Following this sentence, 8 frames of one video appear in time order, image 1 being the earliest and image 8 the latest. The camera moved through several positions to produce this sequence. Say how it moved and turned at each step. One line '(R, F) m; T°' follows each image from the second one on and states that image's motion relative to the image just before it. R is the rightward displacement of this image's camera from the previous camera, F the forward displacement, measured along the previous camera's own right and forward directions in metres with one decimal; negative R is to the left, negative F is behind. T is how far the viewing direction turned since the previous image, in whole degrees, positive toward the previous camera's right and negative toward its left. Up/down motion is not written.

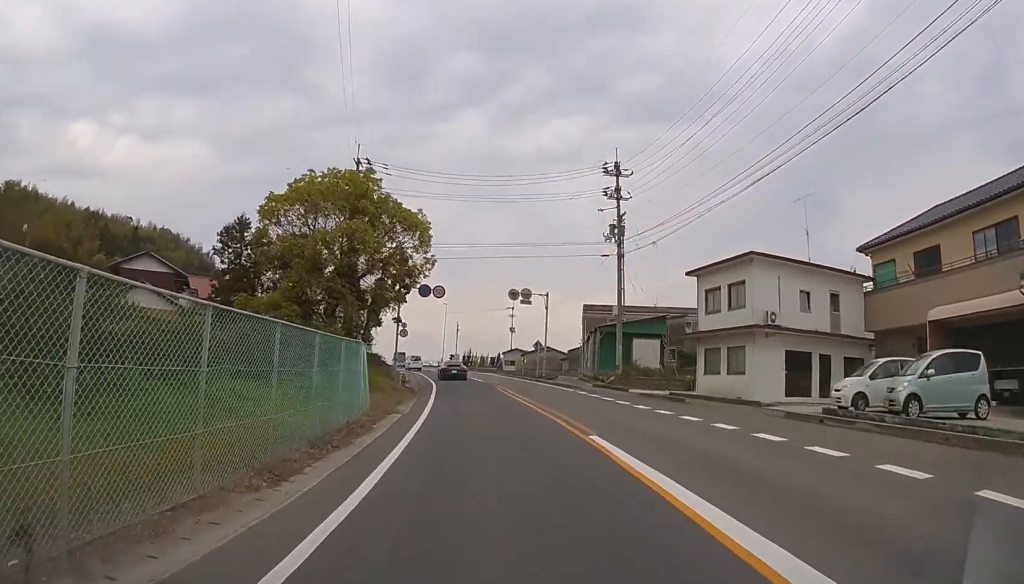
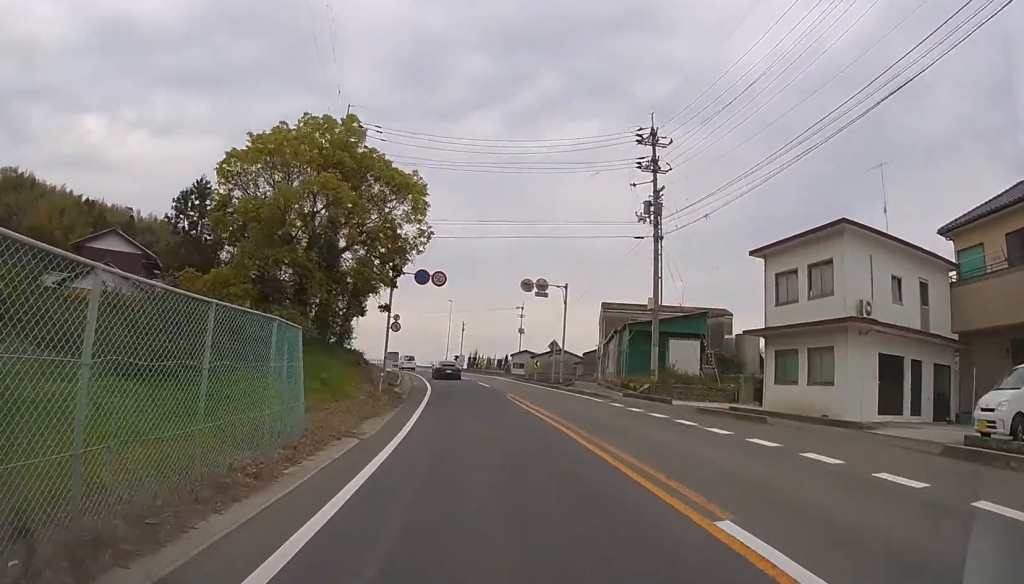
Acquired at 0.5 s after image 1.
(0.0, +6.2) m; 0°
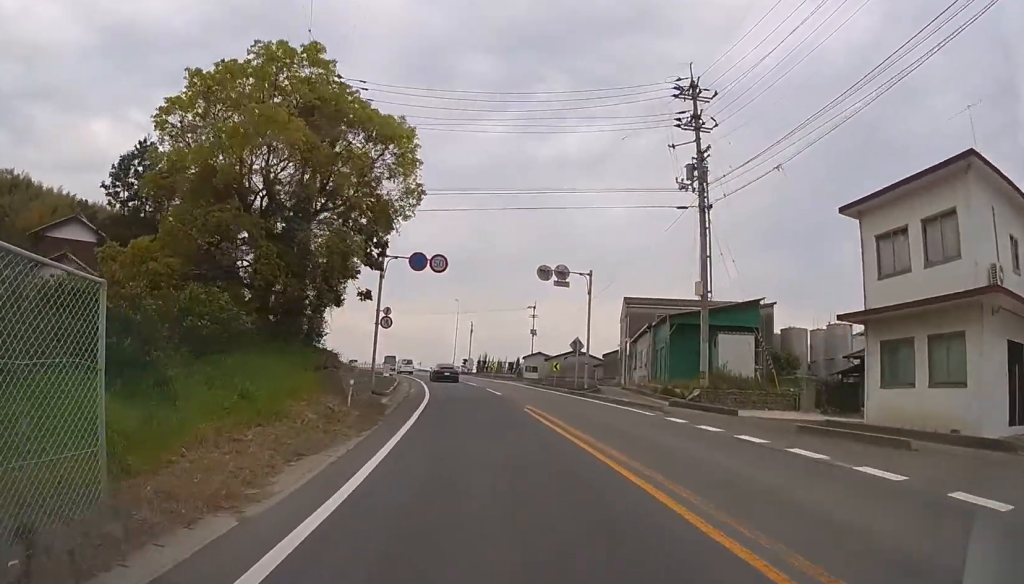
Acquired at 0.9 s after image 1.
(0.0, +5.3) m; 0°
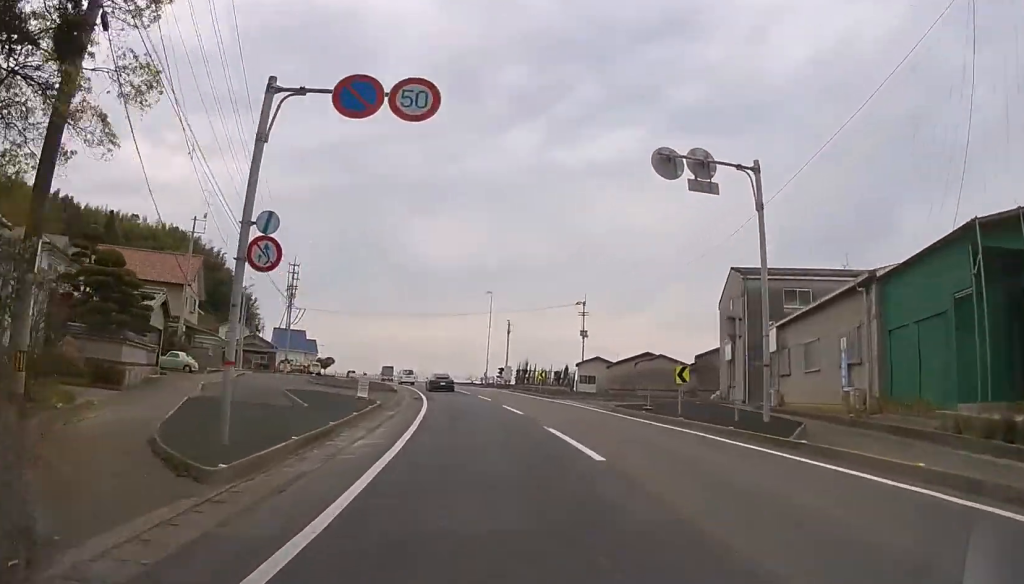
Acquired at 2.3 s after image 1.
(0.0, +16.5) m; -1°
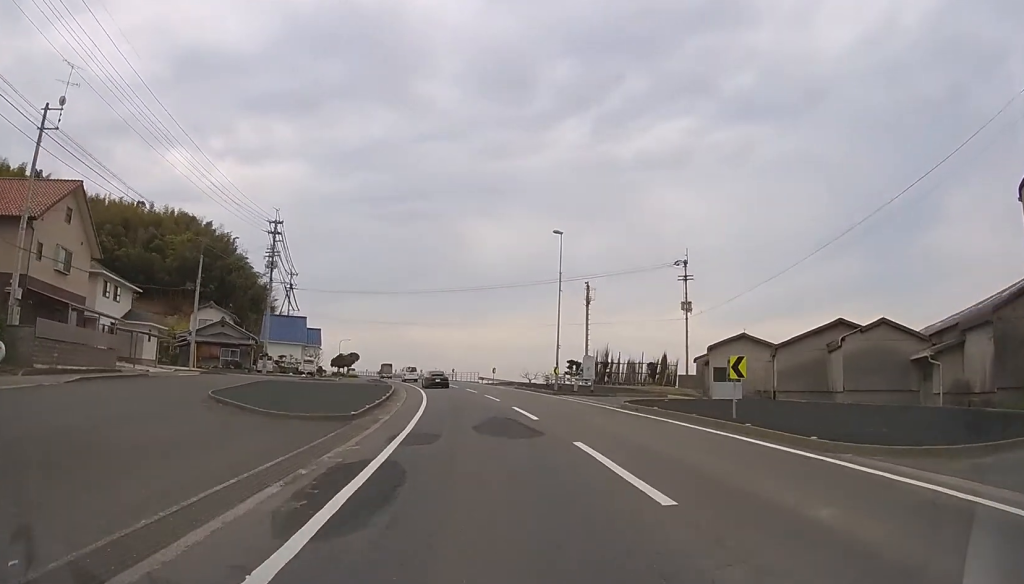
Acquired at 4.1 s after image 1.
(-1.4, +22.5) m; -8°
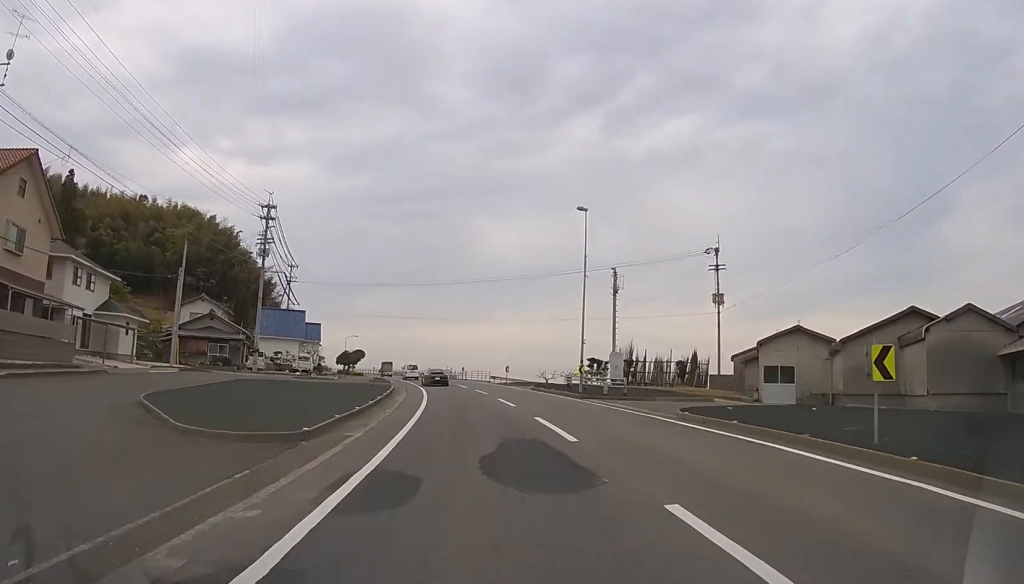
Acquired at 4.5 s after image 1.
(-0.1, +5.3) m; -1°
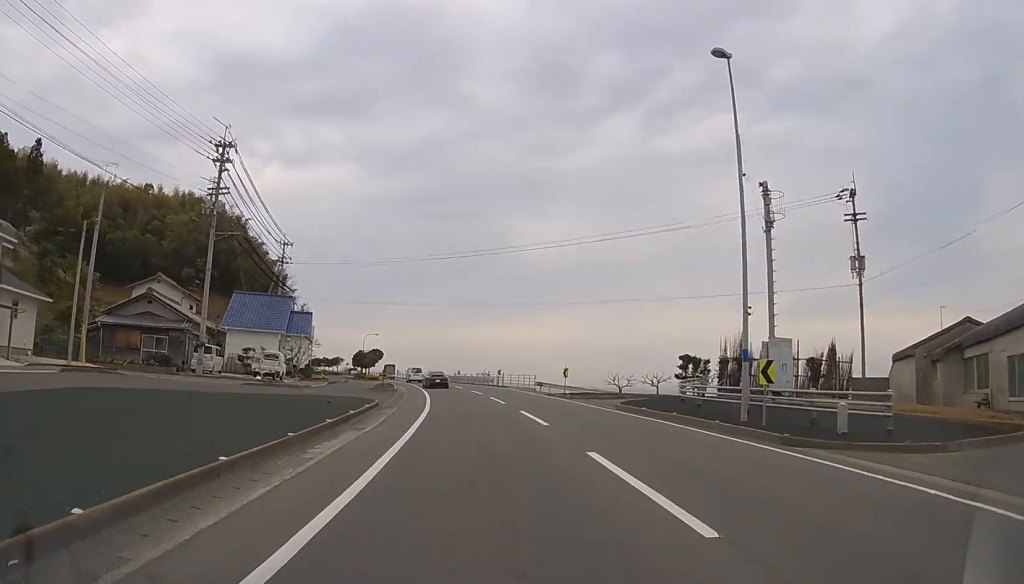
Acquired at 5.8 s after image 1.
(-0.5, +15.4) m; -6°
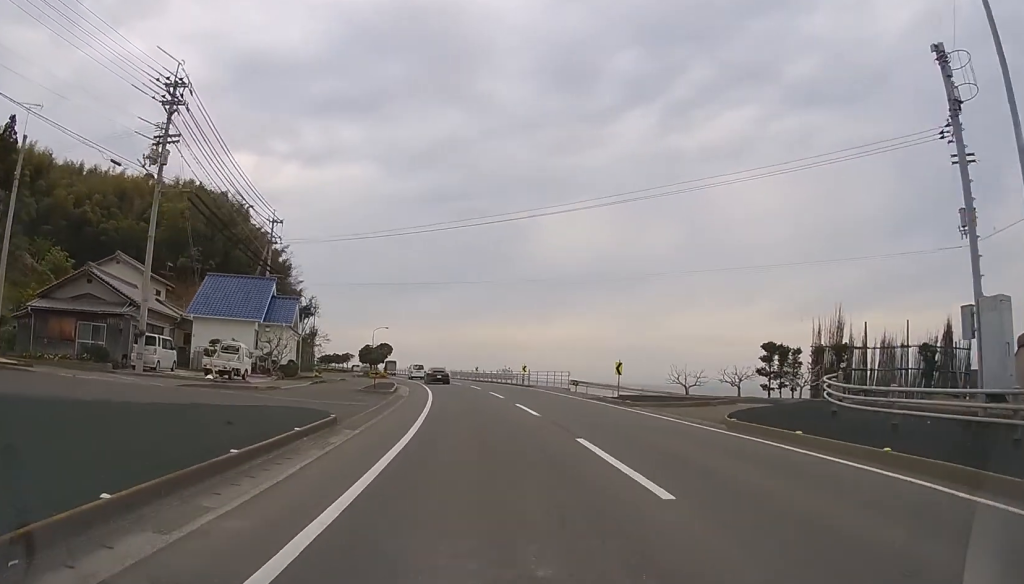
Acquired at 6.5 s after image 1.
(-0.5, +8.4) m; -3°
